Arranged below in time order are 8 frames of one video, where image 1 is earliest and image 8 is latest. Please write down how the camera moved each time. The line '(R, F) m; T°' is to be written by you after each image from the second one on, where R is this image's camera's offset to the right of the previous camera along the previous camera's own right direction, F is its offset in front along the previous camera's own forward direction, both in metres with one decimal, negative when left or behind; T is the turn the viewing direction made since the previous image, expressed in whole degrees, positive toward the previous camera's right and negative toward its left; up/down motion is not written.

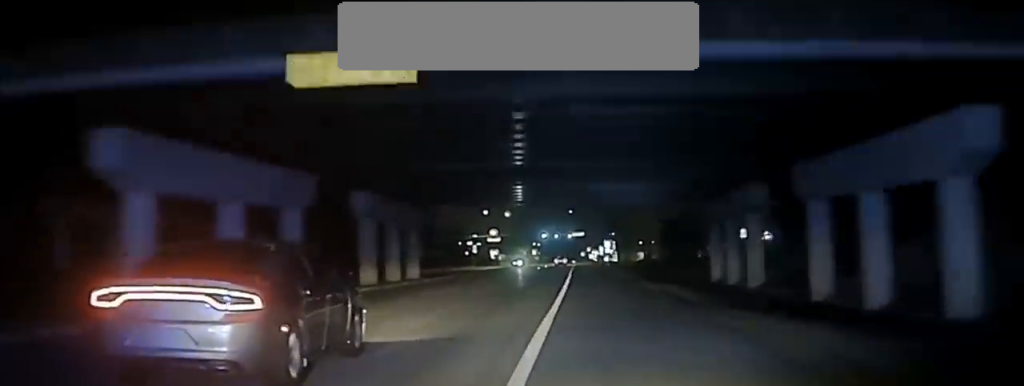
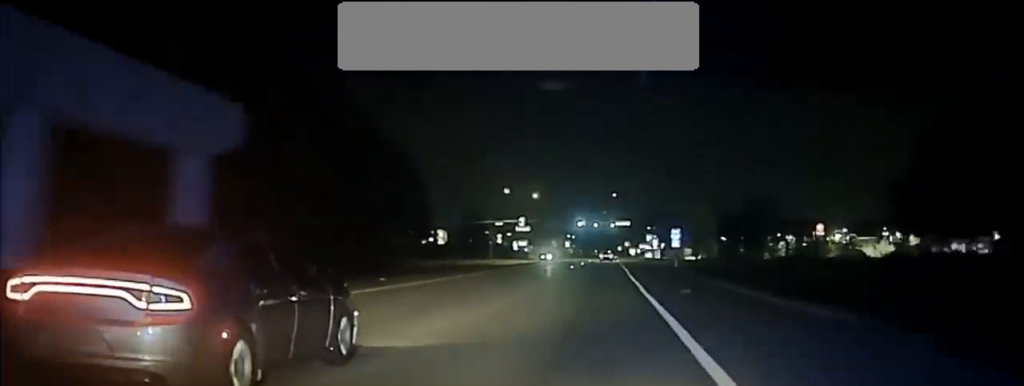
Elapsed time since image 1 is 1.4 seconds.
(+0.3, +46.0) m; 0°
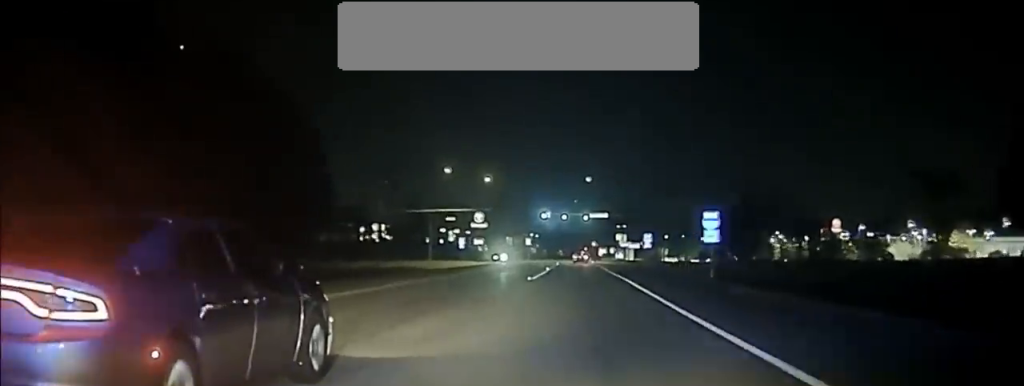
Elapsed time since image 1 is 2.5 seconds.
(0.0, +34.6) m; +1°
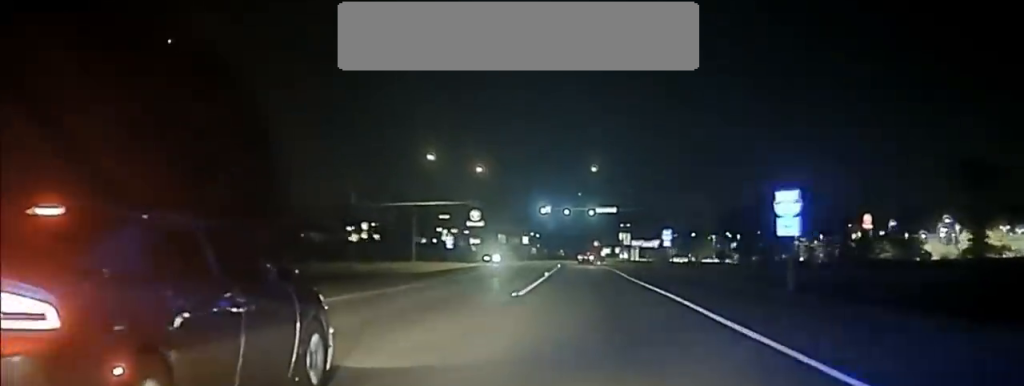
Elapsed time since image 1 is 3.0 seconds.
(+0.2, +13.7) m; 0°
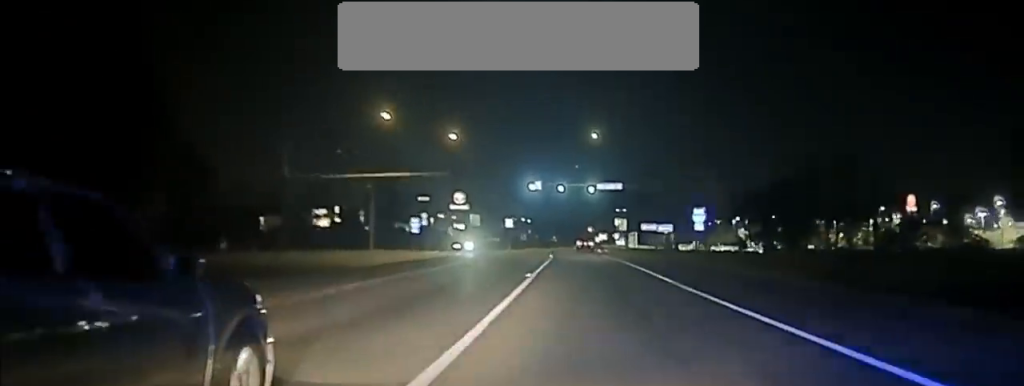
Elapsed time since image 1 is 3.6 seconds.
(+0.1, +17.9) m; +1°
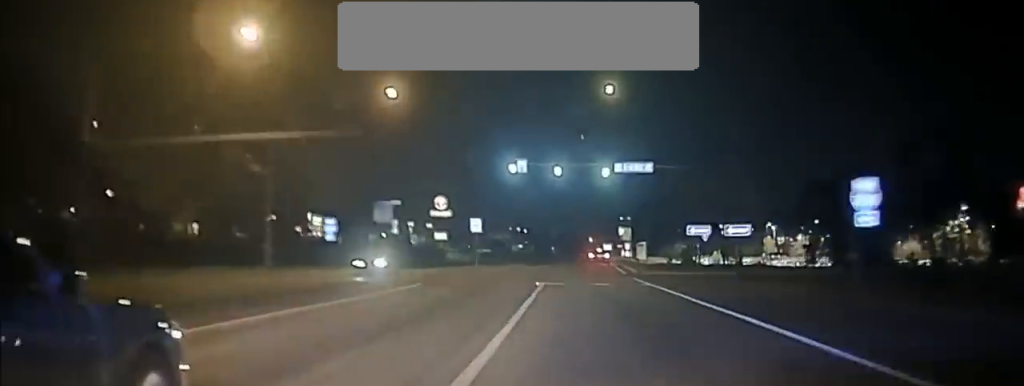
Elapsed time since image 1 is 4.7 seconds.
(+0.1, +26.8) m; 0°
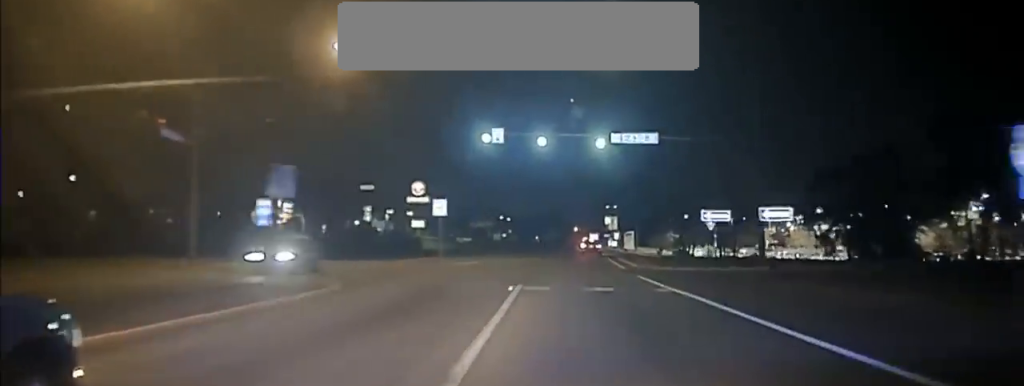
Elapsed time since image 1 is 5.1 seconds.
(0.0, +10.0) m; 0°
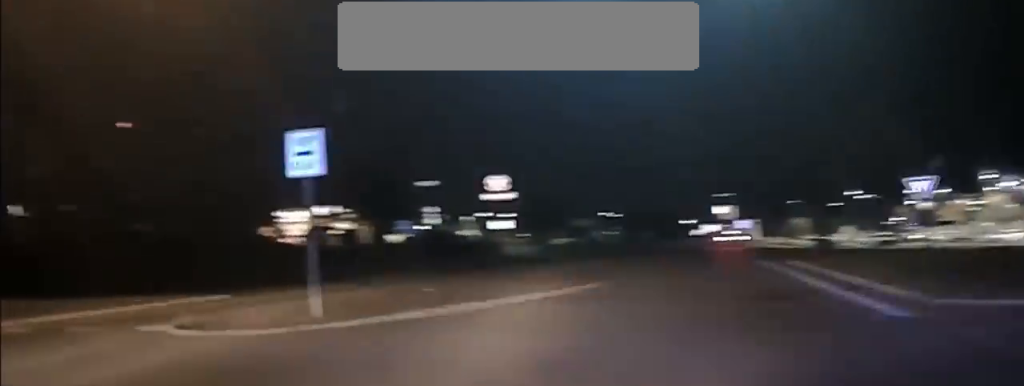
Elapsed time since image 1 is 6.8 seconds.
(-1.2, +29.9) m; -11°
